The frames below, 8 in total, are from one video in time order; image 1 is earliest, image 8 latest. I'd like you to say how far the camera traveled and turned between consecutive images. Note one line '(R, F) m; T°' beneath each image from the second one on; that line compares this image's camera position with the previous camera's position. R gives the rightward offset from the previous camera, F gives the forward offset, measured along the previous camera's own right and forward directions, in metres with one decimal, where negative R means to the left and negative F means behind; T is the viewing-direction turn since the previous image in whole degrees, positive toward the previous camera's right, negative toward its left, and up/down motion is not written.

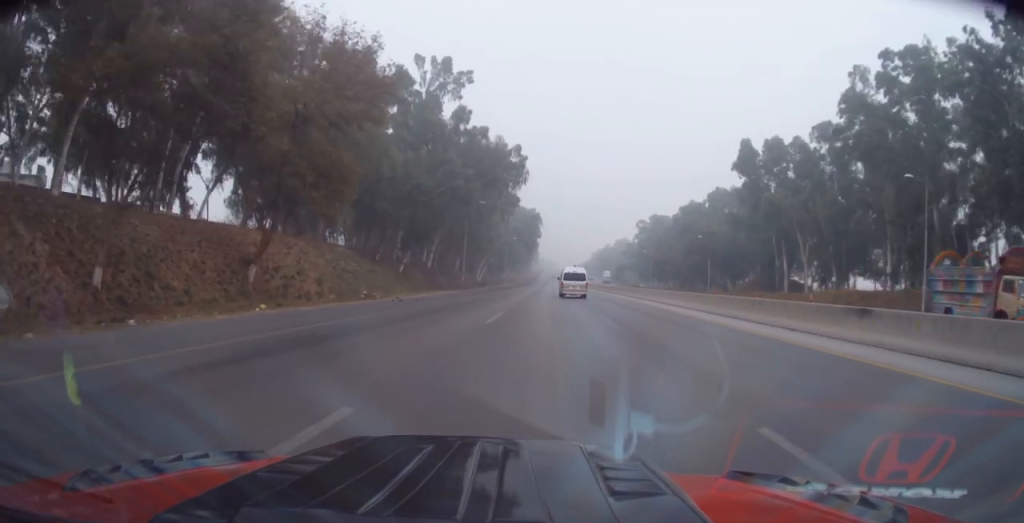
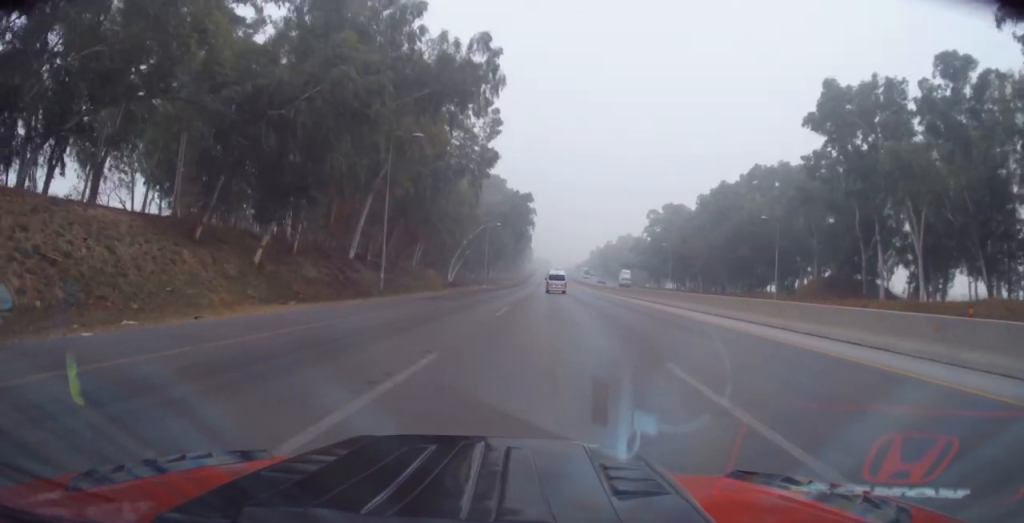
(+0.8, +32.2) m; +1°
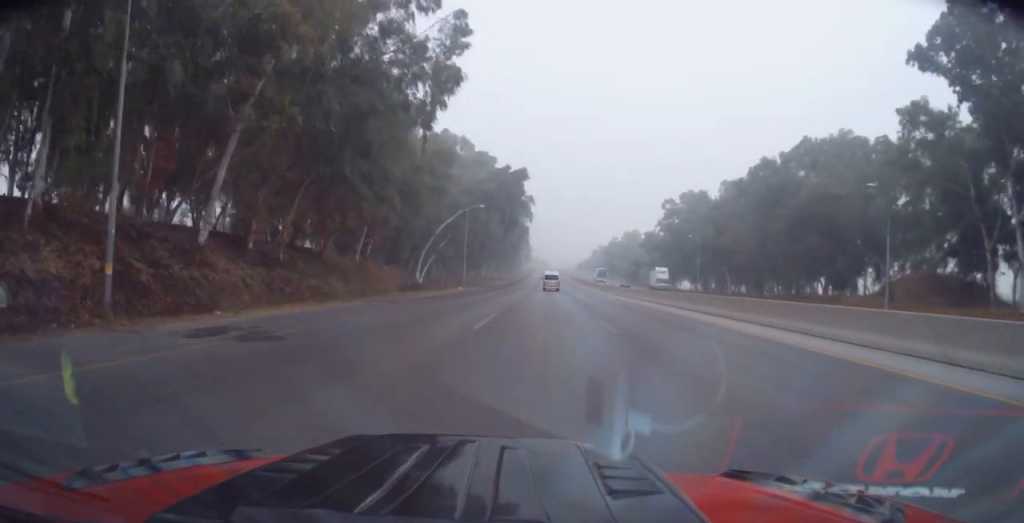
(+0.1, +24.1) m; 0°
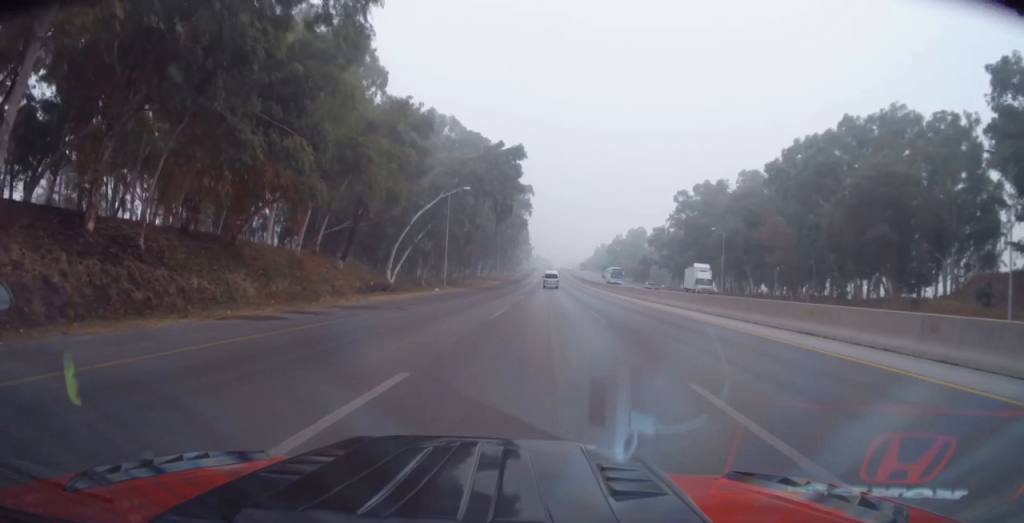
(0.0, +14.1) m; 0°
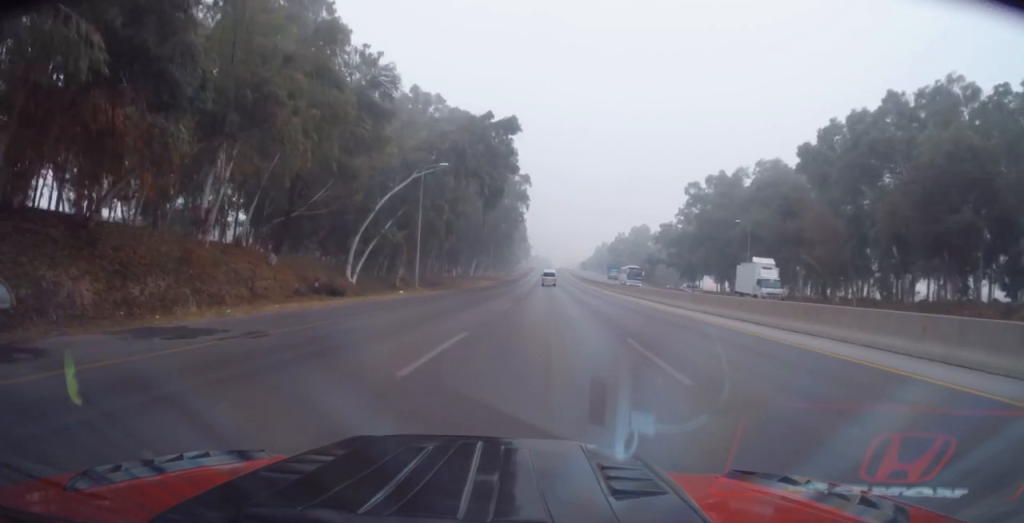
(0.0, +12.3) m; 0°
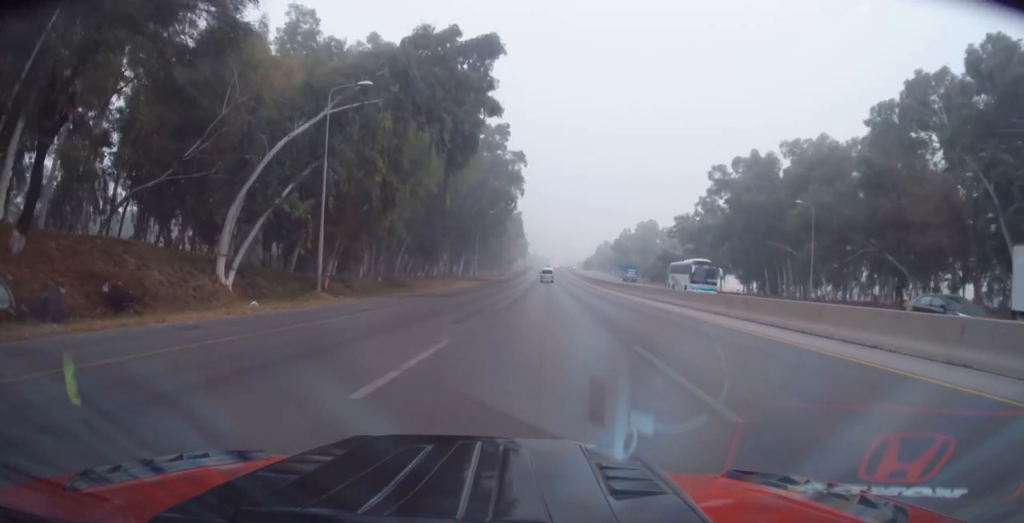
(0.0, +20.0) m; -1°
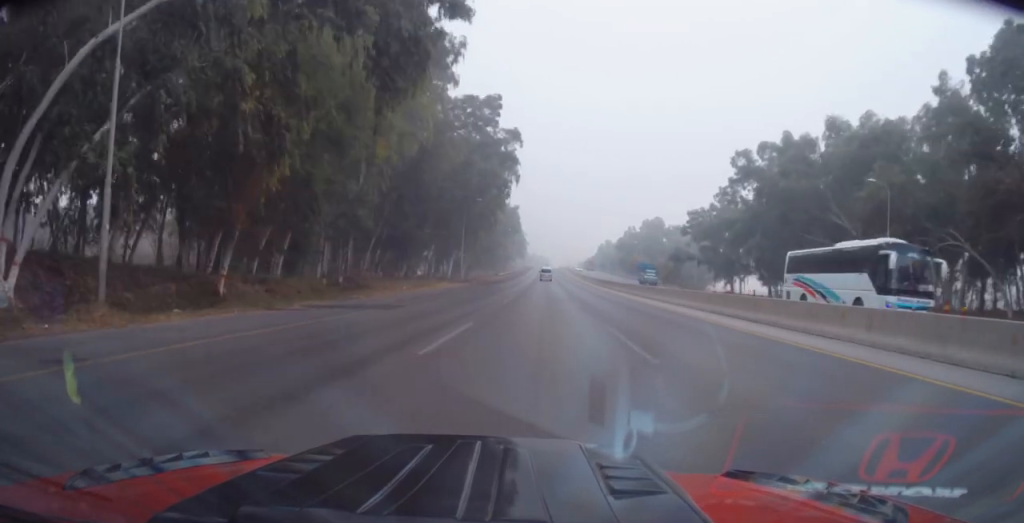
(0.0, +14.3) m; -1°
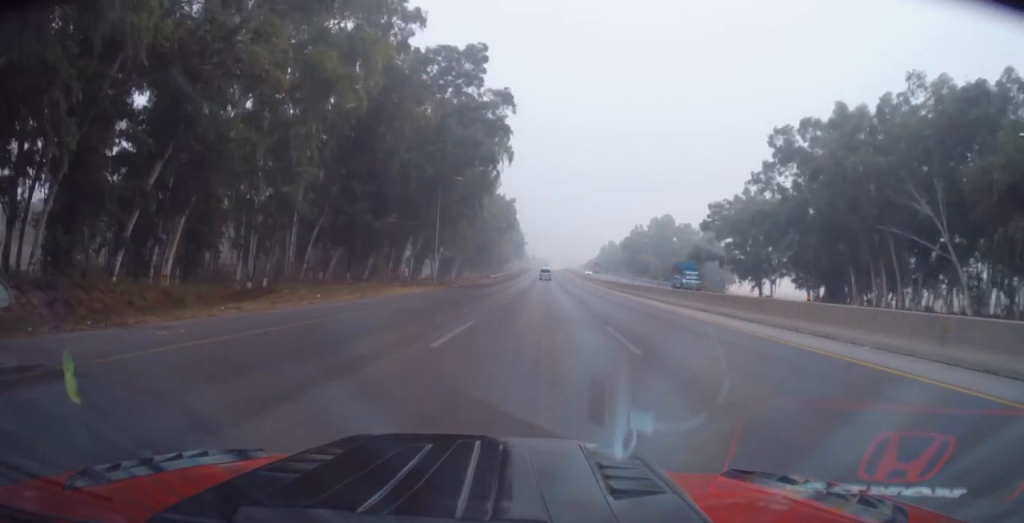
(-0.2, +17.0) m; 0°
